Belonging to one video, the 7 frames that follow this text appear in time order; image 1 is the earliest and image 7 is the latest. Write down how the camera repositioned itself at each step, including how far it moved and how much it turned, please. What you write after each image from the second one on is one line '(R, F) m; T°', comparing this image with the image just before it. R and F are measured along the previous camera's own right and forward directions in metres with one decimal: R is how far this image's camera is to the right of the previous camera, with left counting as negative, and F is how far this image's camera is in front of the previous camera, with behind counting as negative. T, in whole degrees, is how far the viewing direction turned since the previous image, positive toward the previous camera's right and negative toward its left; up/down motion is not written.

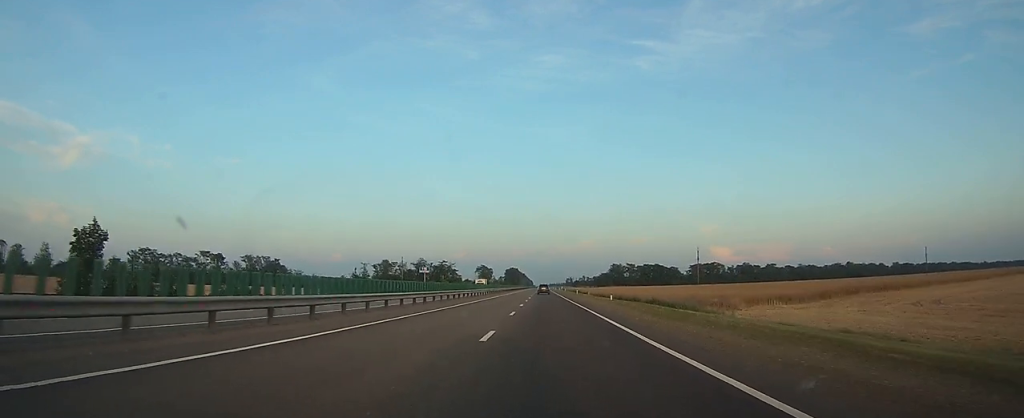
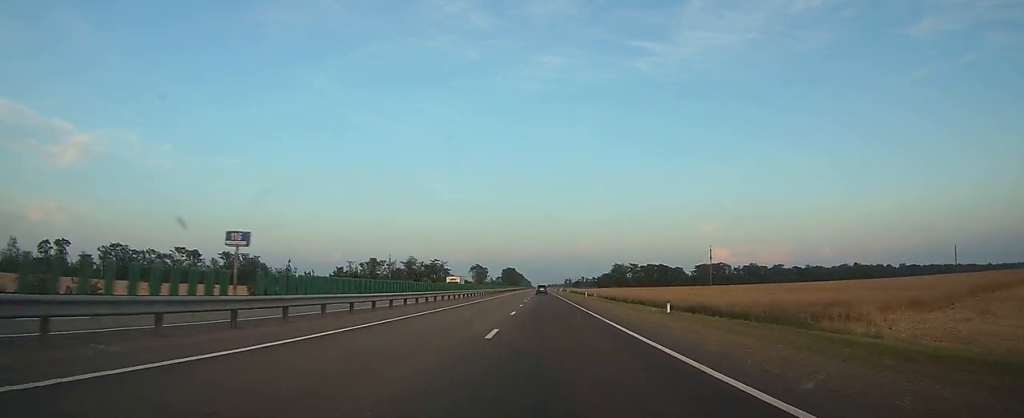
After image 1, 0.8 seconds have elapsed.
(-0.1, +22.9) m; 0°
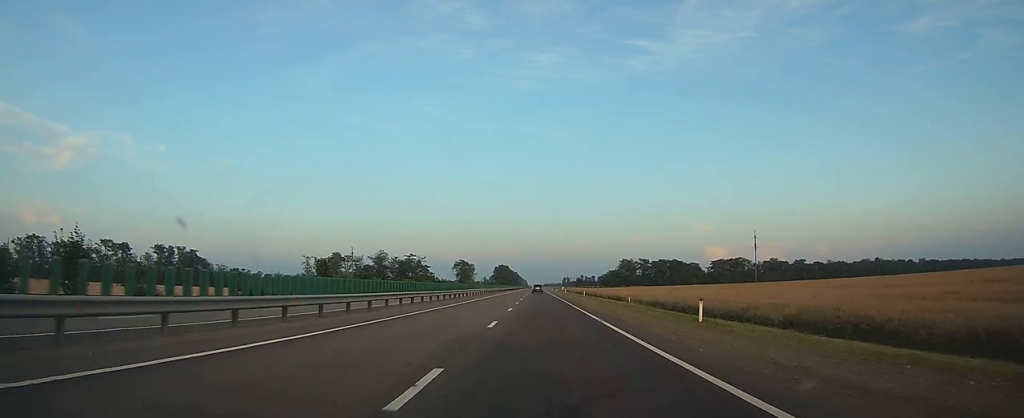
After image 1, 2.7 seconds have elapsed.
(+0.4, +56.0) m; +1°
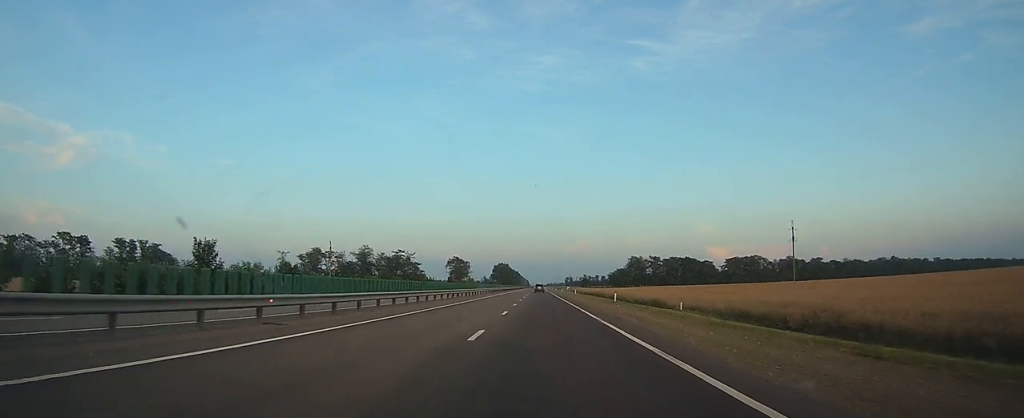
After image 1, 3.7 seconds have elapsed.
(+0.2, +28.4) m; 0°
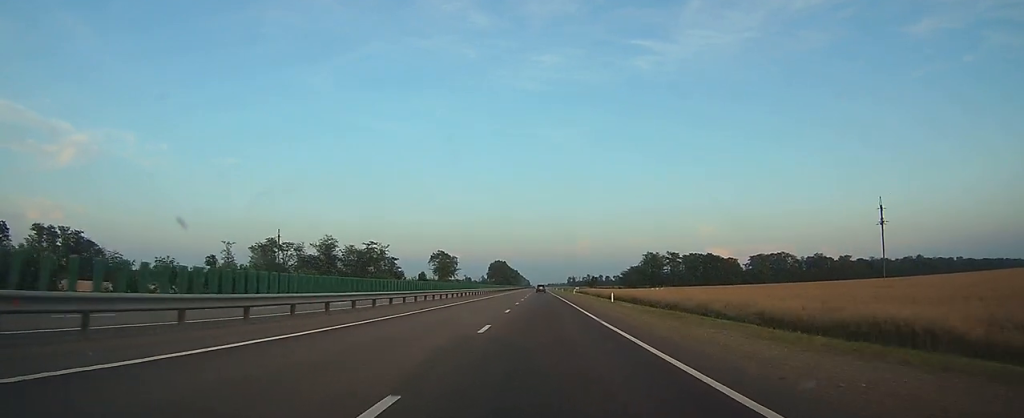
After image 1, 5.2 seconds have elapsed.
(-0.3, +45.3) m; -1°
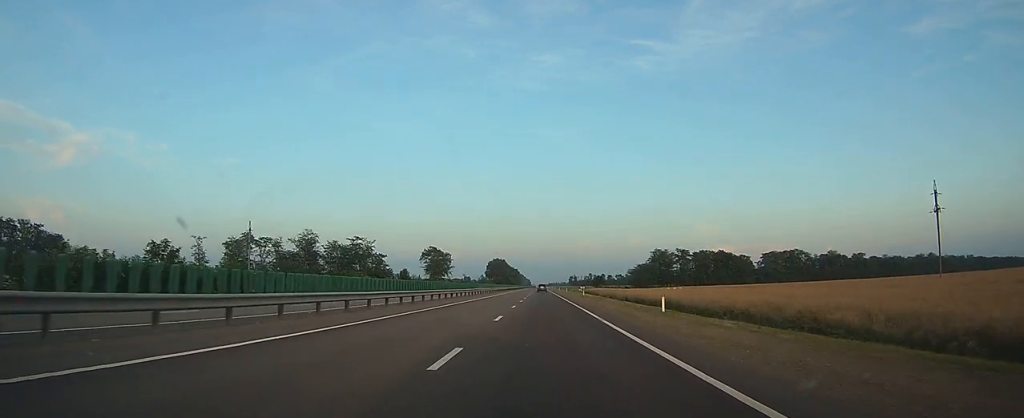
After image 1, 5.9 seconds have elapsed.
(0.0, +18.8) m; 0°
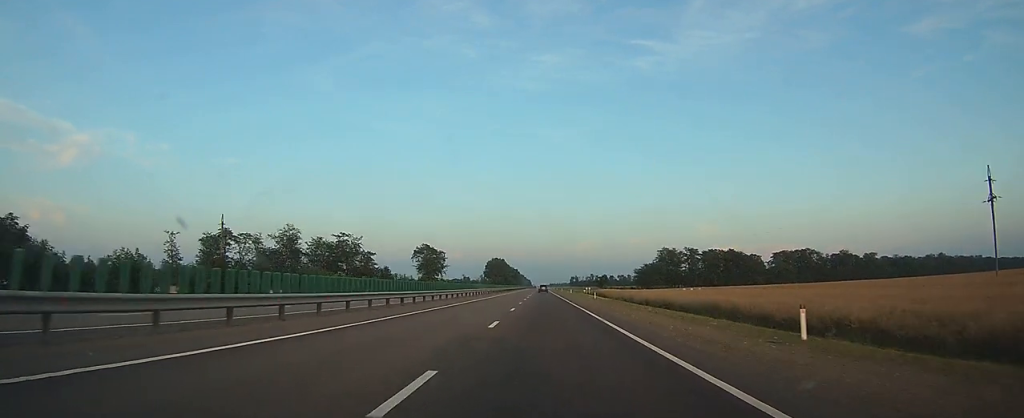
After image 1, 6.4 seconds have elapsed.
(0.0, +14.9) m; 0°
